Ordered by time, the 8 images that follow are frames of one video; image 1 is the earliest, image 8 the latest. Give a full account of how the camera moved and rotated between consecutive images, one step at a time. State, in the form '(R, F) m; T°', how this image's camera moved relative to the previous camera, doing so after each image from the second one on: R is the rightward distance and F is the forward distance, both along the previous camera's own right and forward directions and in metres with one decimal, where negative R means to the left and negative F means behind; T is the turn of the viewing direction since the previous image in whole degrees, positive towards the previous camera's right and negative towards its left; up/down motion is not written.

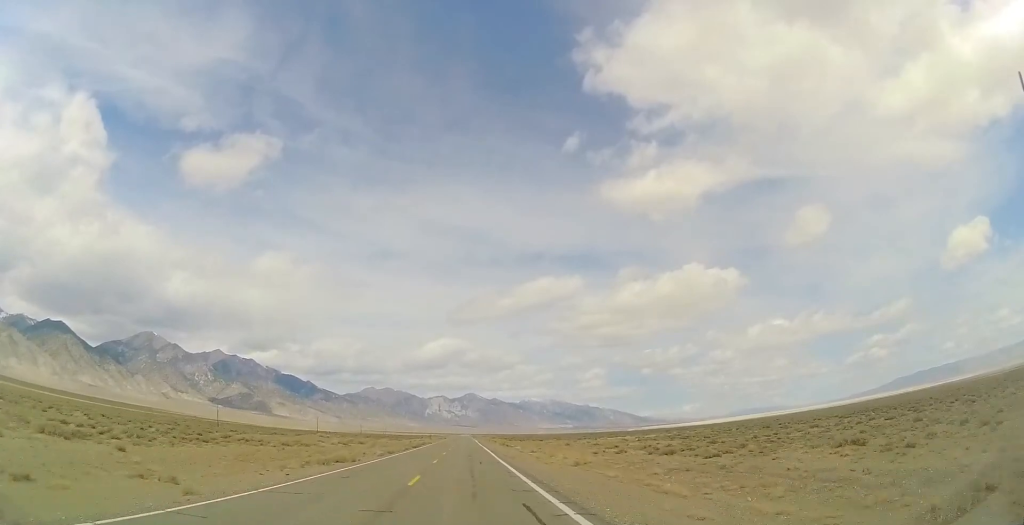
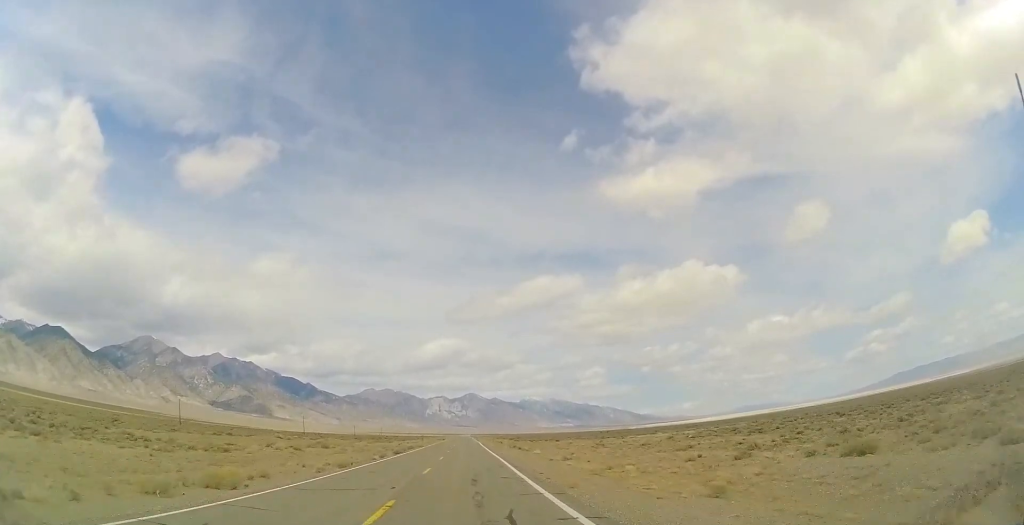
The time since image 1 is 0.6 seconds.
(+0.2, +19.5) m; +1°
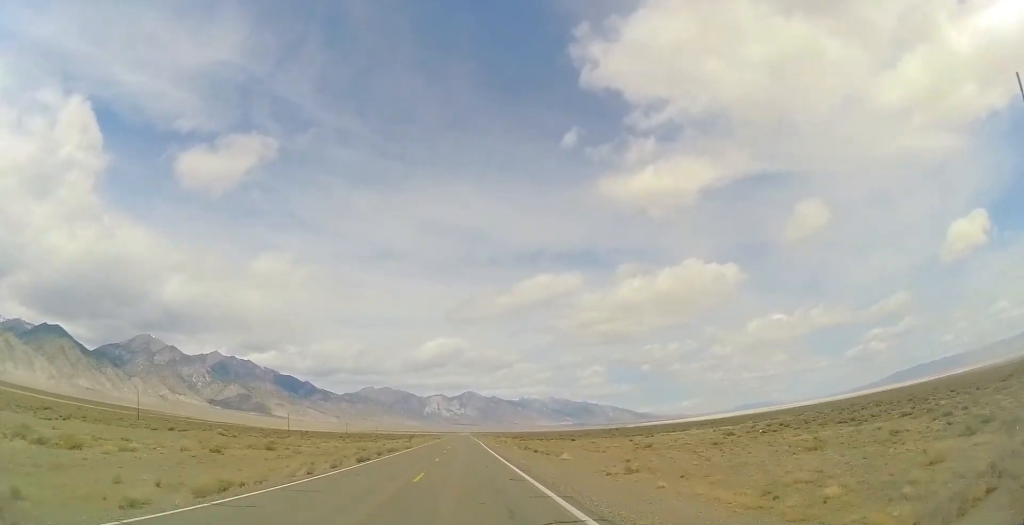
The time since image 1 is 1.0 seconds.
(+0.1, +16.0) m; 0°
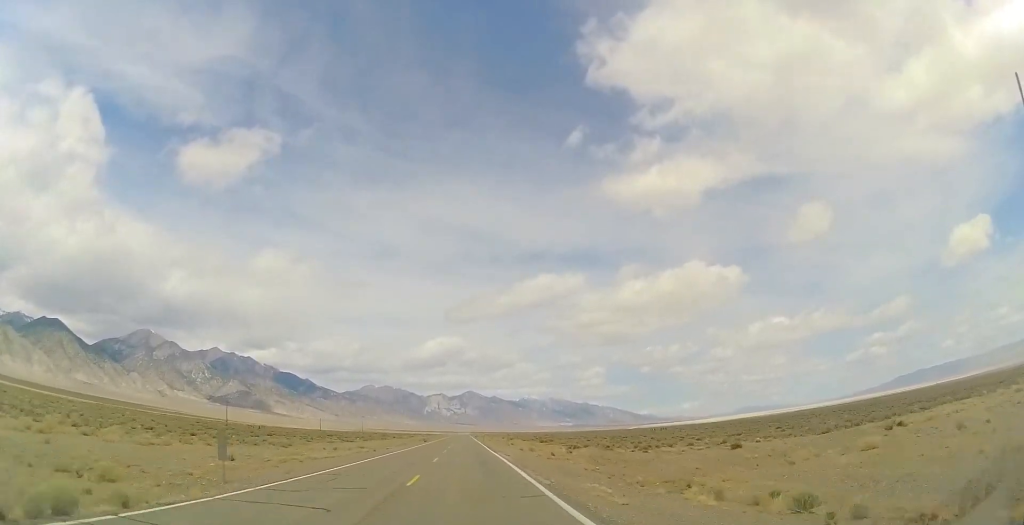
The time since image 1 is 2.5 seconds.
(+0.1, +50.5) m; 0°
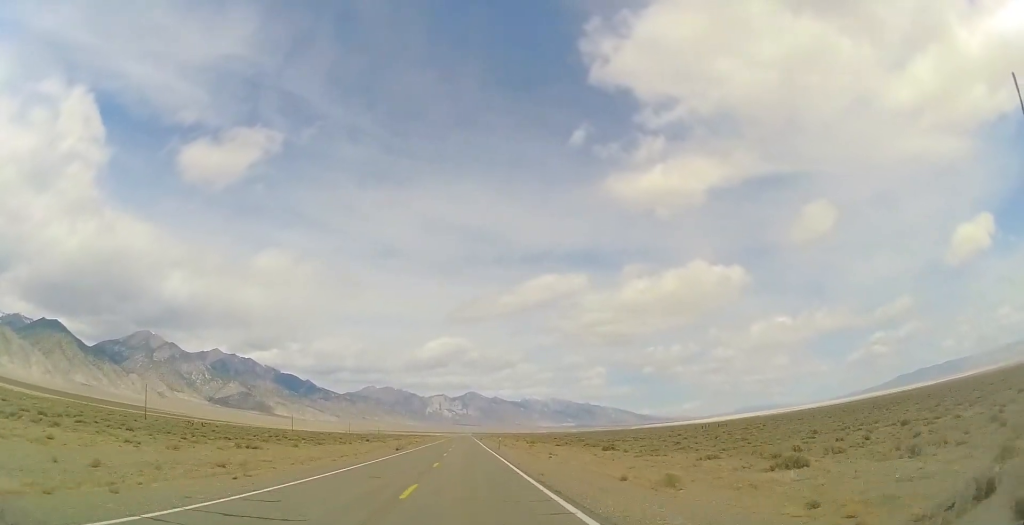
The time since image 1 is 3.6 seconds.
(-0.2, +39.1) m; -1°
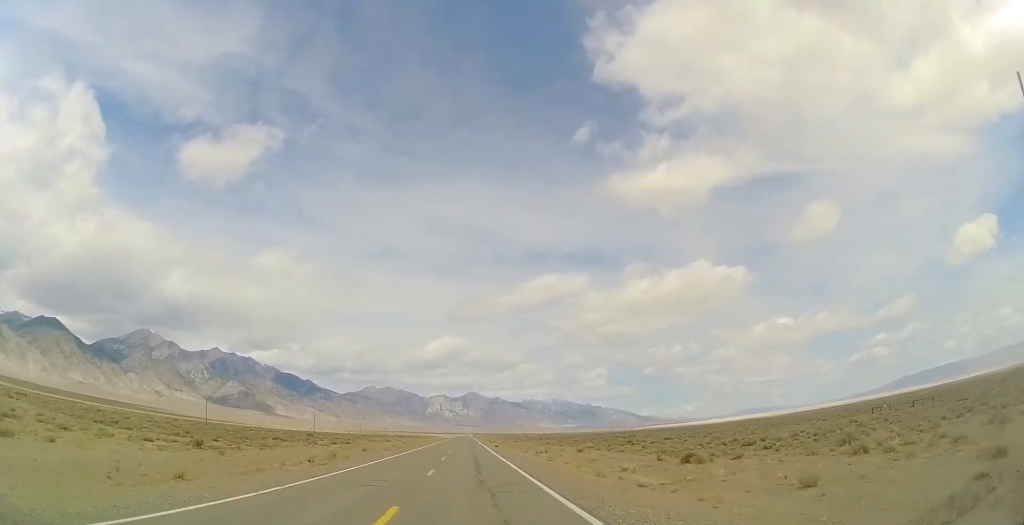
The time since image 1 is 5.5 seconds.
(-0.2, +65.6) m; 0°
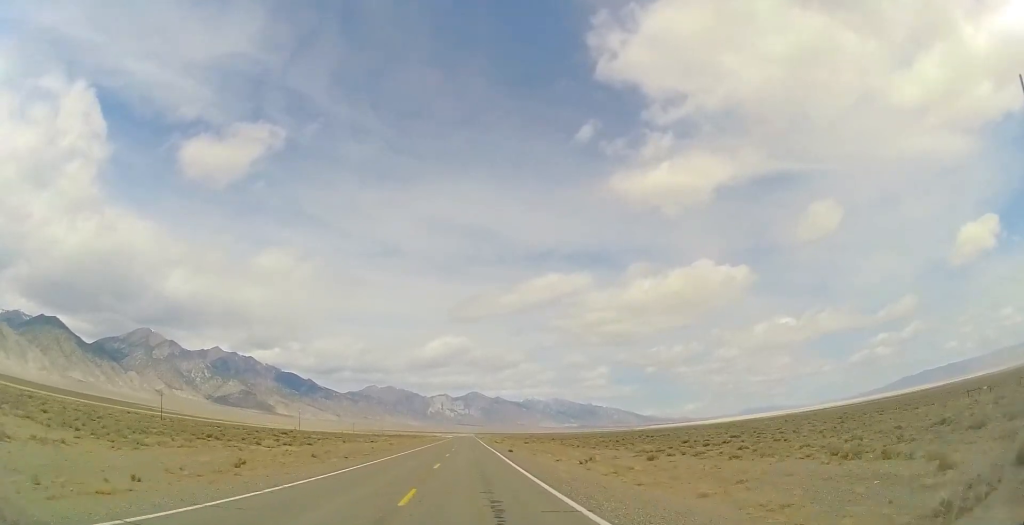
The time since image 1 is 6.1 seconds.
(+0.1, +20.8) m; 0°
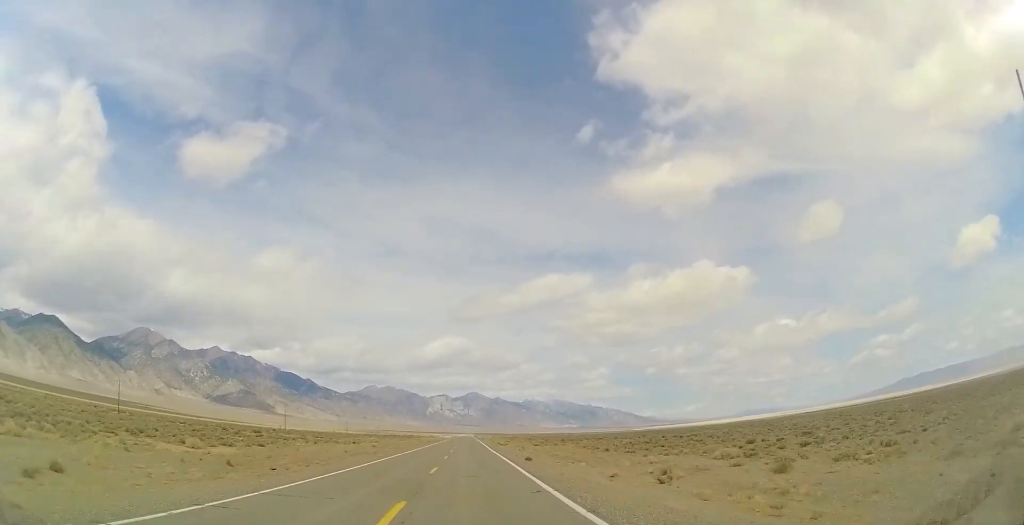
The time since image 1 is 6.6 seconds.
(0.0, +15.1) m; 0°
